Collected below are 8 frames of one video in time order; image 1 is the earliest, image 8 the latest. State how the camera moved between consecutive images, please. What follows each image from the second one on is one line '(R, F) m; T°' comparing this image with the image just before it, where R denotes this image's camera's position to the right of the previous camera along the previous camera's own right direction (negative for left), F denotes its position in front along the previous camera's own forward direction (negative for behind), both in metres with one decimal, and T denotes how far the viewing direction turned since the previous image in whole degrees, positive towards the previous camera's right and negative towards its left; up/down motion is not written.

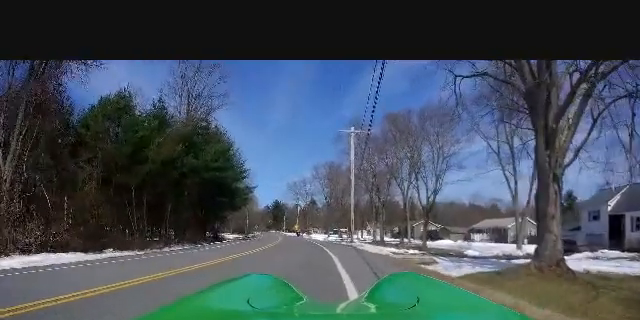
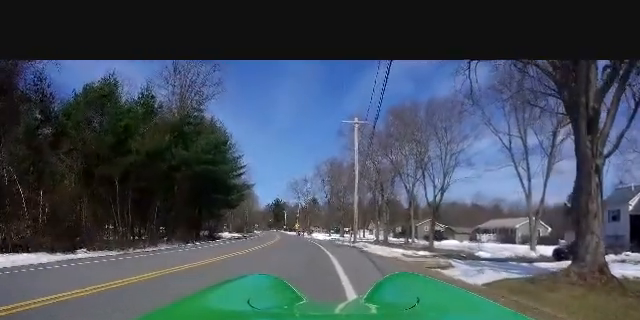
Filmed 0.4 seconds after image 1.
(0.0, +2.7) m; 0°
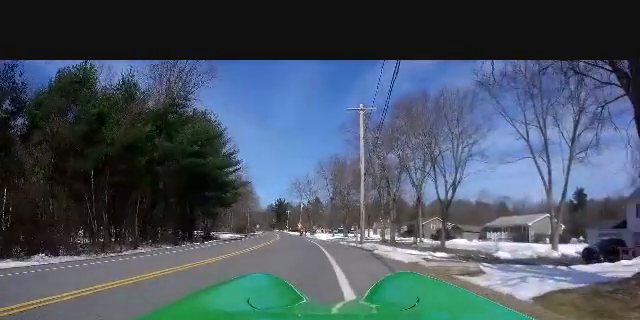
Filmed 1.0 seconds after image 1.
(+0.2, +3.6) m; 0°
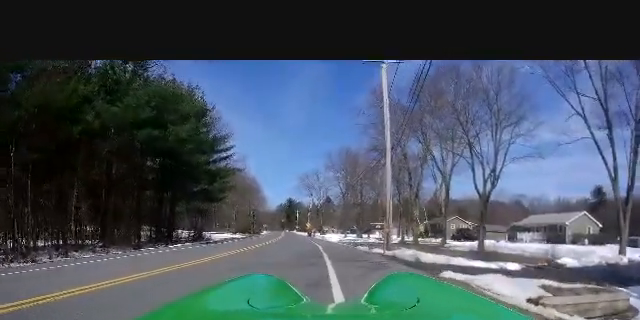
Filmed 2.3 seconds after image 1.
(-0.3, +8.4) m; -6°
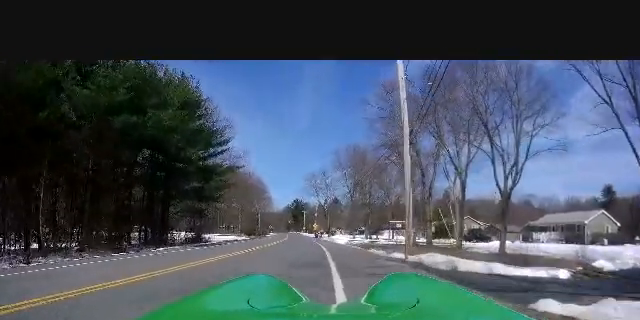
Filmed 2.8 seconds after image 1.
(-0.1, +3.1) m; -1°
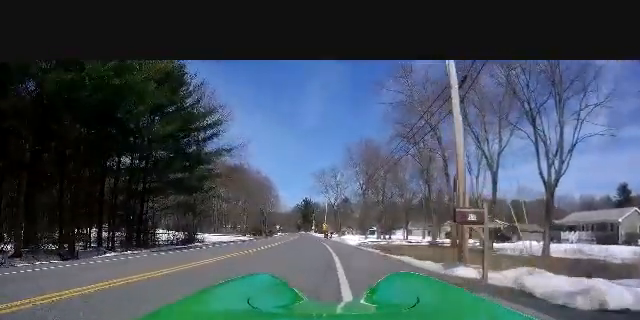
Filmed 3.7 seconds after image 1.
(-0.1, +5.8) m; 0°
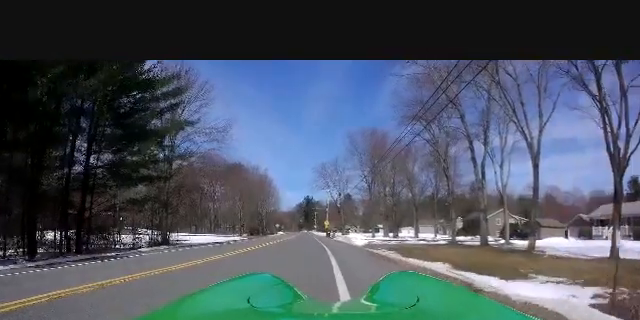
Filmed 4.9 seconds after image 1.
(+0.1, +7.6) m; 0°
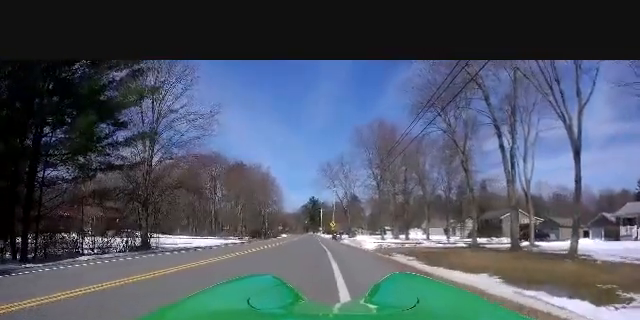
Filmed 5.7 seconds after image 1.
(0.0, +5.0) m; 0°
